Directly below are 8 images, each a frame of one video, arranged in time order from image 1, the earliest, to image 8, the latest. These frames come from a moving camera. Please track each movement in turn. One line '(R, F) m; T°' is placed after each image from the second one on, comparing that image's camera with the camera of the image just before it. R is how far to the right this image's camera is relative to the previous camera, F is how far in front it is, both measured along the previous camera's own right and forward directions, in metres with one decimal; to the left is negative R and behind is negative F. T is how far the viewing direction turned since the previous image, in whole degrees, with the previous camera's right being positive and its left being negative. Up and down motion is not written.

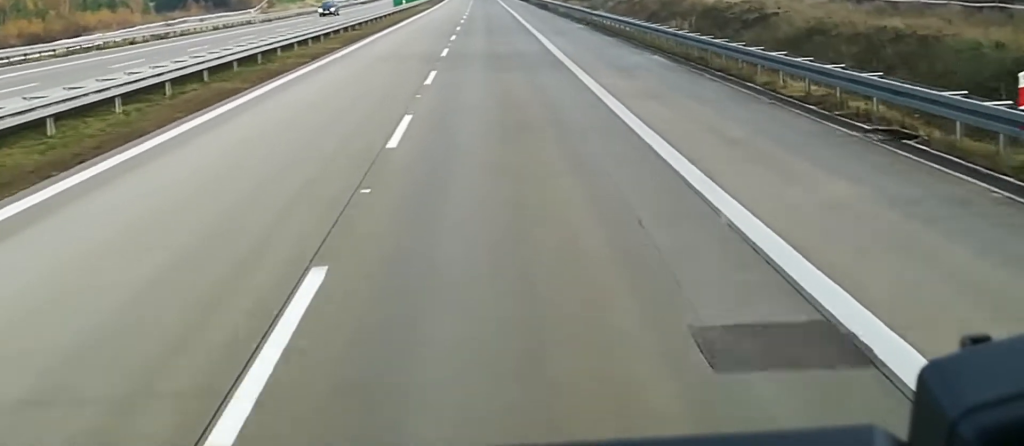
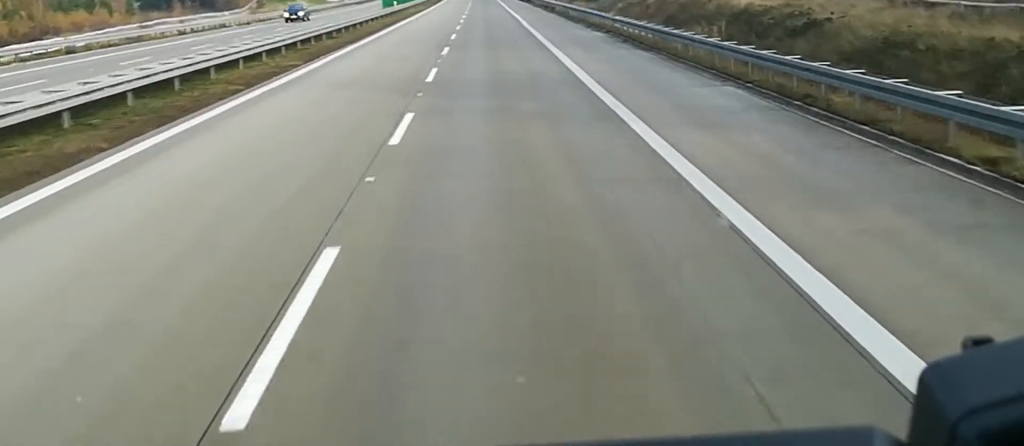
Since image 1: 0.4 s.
(0.0, +11.1) m; 0°
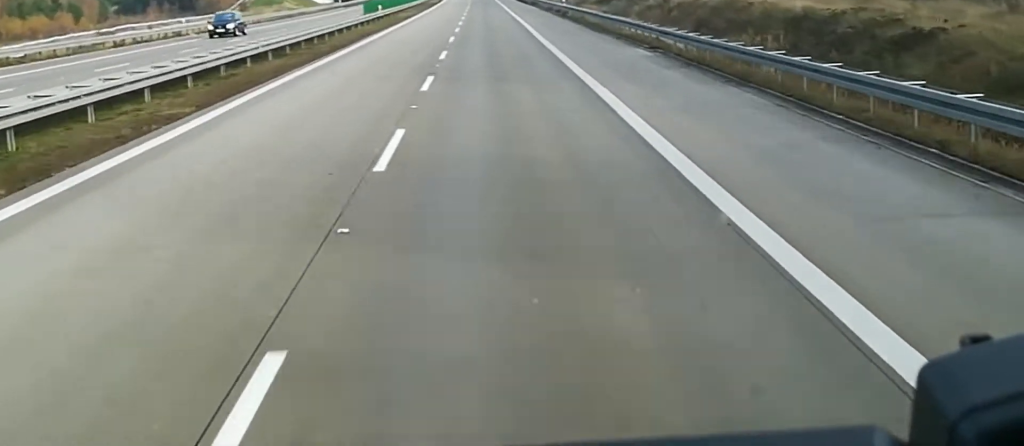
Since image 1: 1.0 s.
(0.0, +14.6) m; 0°
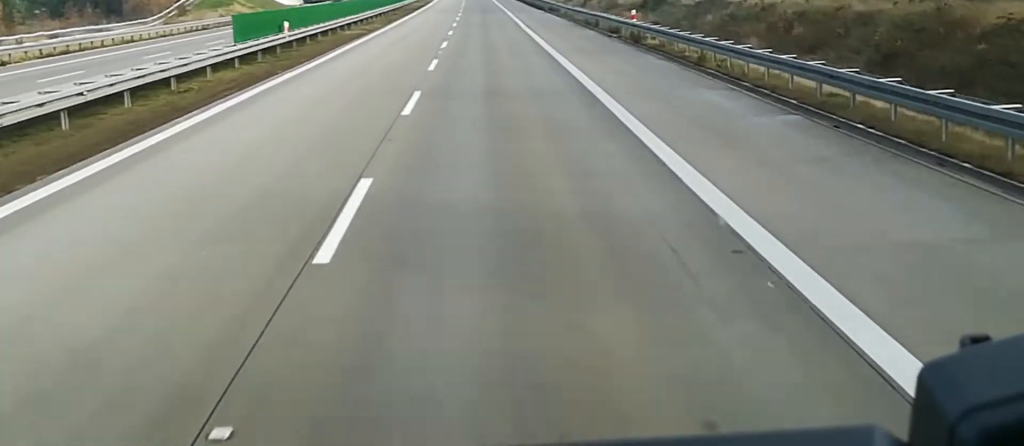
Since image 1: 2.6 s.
(-0.1, +41.0) m; 0°
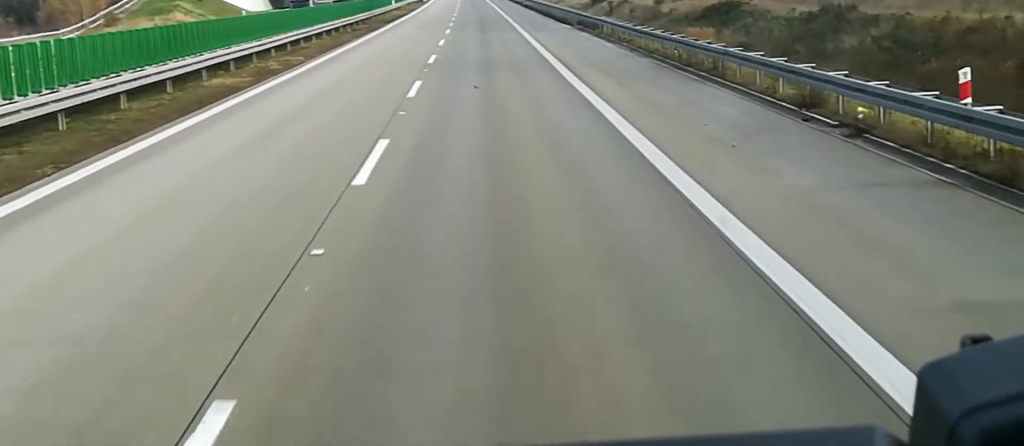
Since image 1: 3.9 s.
(+0.1, +31.5) m; +1°
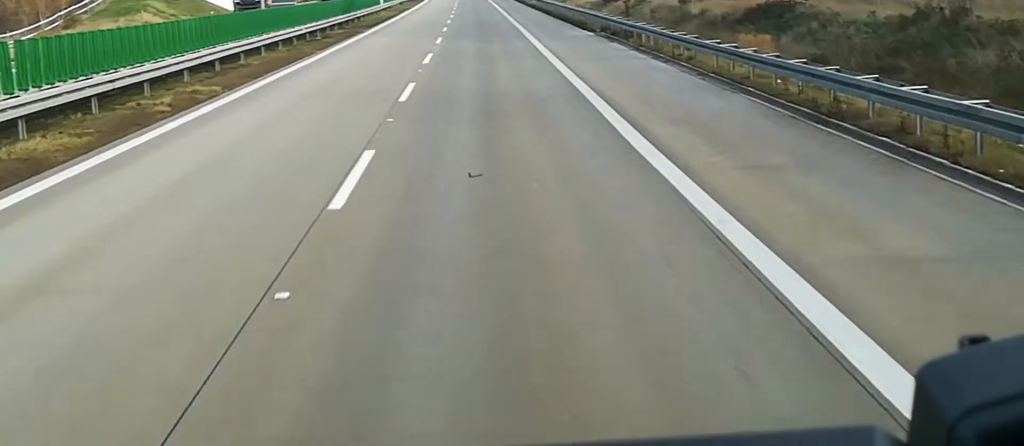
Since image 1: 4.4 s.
(+0.1, +13.6) m; 0°
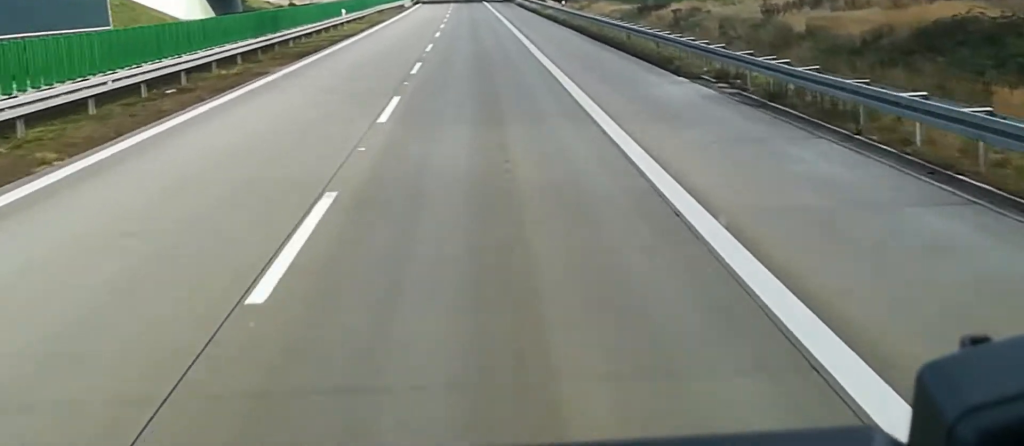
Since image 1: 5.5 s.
(+0.3, +28.2) m; 0°
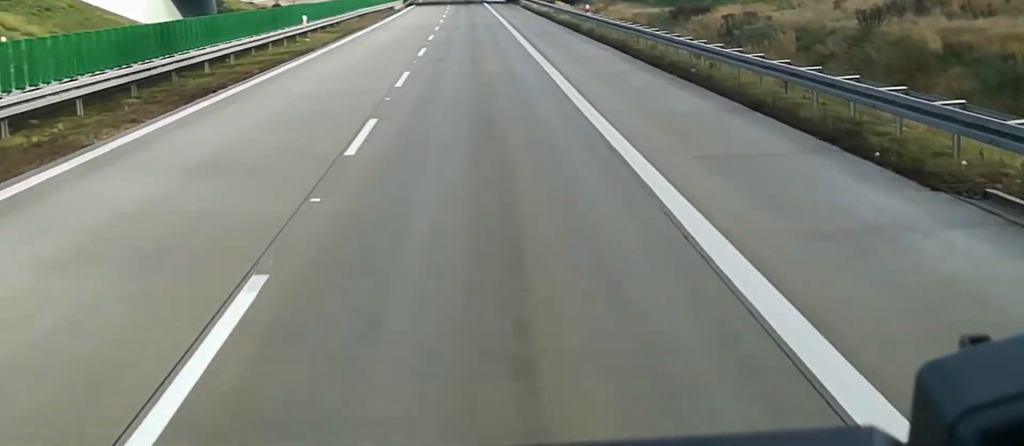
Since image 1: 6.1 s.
(-0.1, +15.5) m; -1°
